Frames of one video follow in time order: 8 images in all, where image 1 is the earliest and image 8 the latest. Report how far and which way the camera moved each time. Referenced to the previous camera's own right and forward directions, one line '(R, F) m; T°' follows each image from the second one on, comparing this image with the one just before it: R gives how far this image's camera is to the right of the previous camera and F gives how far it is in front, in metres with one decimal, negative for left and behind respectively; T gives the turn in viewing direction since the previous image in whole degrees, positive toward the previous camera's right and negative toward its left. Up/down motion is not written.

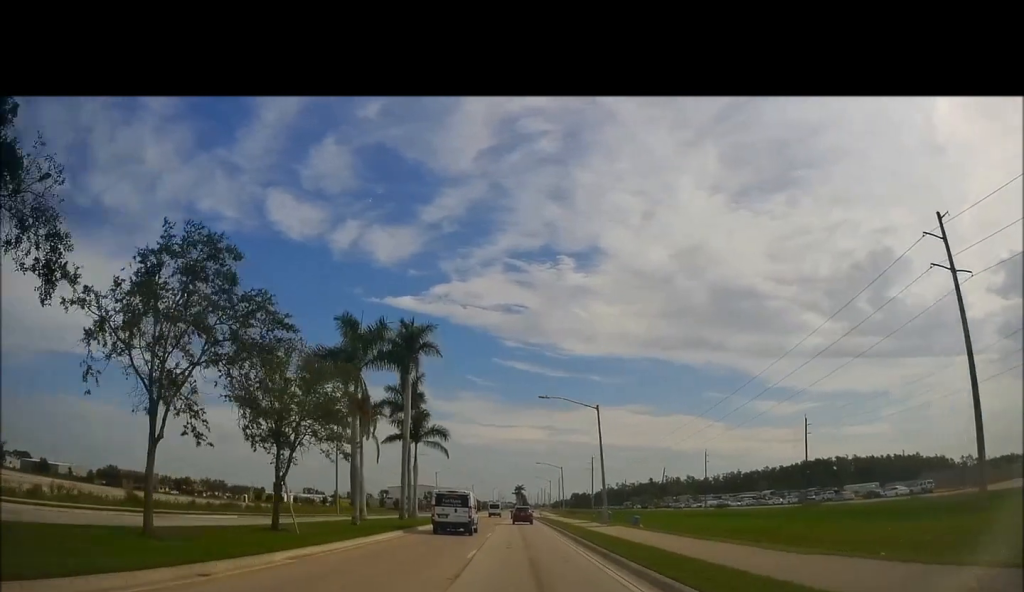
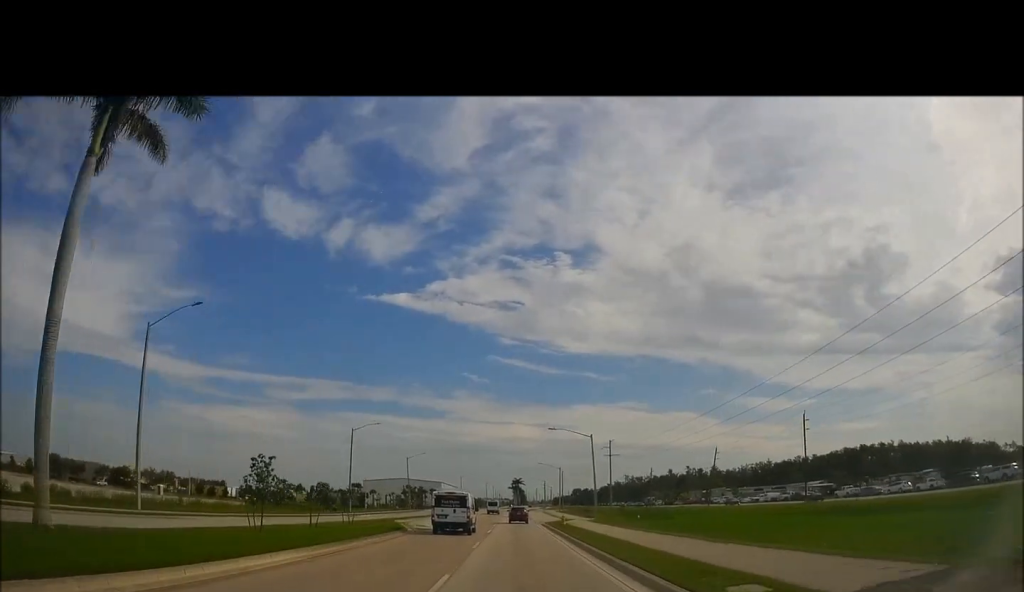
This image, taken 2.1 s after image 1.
(+1.1, +44.3) m; +1°
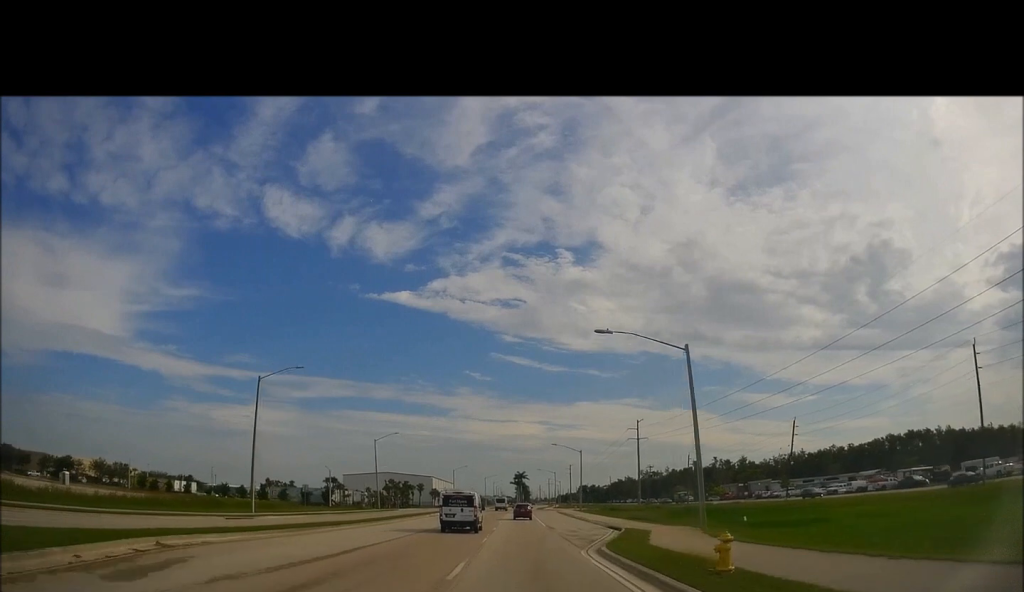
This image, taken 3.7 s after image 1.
(+0.4, +34.2) m; +1°
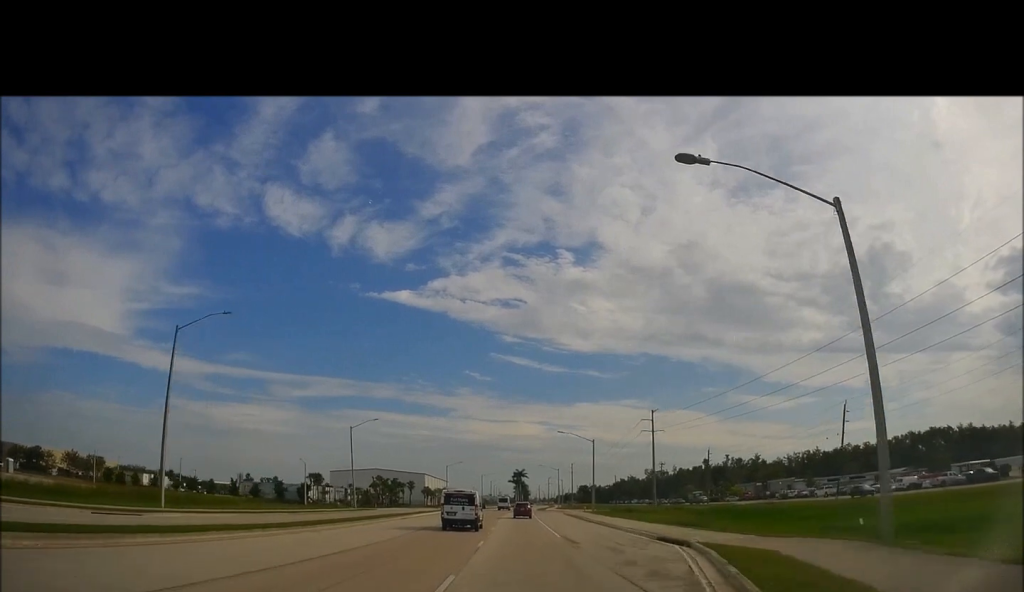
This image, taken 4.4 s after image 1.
(0.0, +15.0) m; -1°
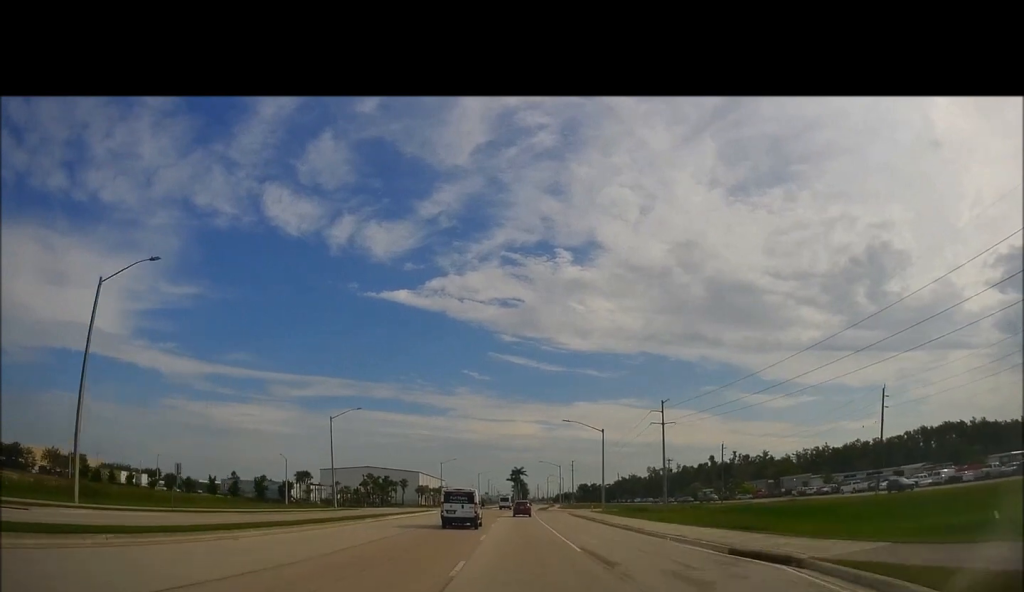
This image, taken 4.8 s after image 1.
(-0.1, +9.3) m; 0°
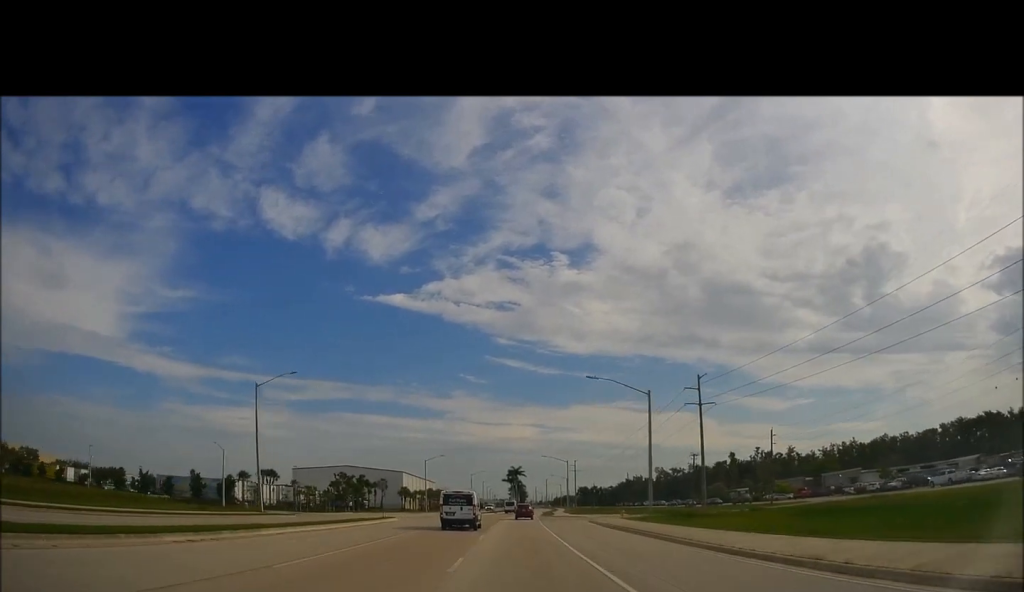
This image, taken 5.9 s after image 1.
(-0.2, +23.7) m; +1°
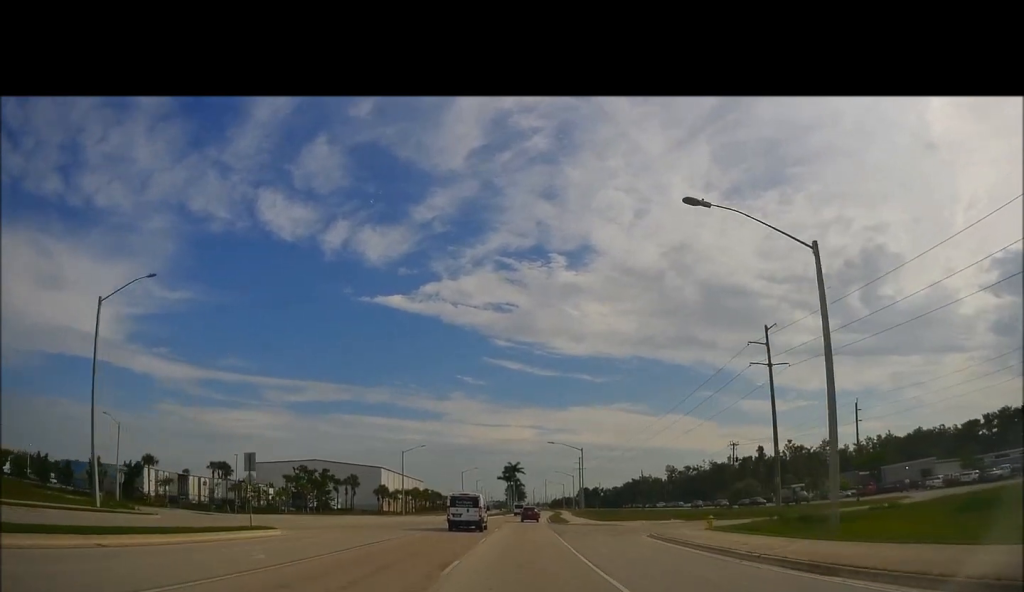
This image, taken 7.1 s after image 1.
(+0.3, +25.0) m; +1°
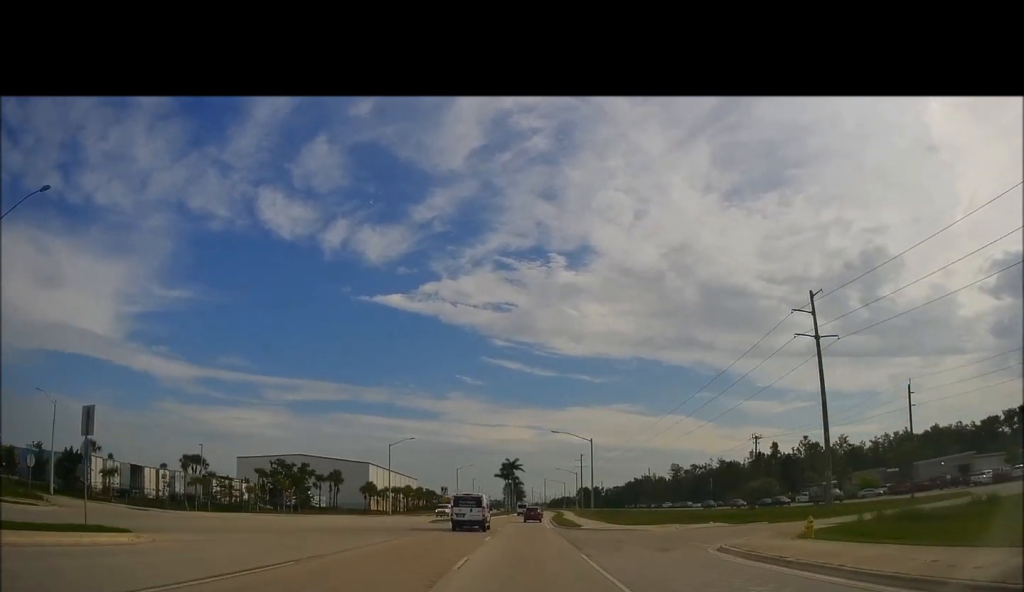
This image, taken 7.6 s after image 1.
(0.0, +10.7) m; 0°
